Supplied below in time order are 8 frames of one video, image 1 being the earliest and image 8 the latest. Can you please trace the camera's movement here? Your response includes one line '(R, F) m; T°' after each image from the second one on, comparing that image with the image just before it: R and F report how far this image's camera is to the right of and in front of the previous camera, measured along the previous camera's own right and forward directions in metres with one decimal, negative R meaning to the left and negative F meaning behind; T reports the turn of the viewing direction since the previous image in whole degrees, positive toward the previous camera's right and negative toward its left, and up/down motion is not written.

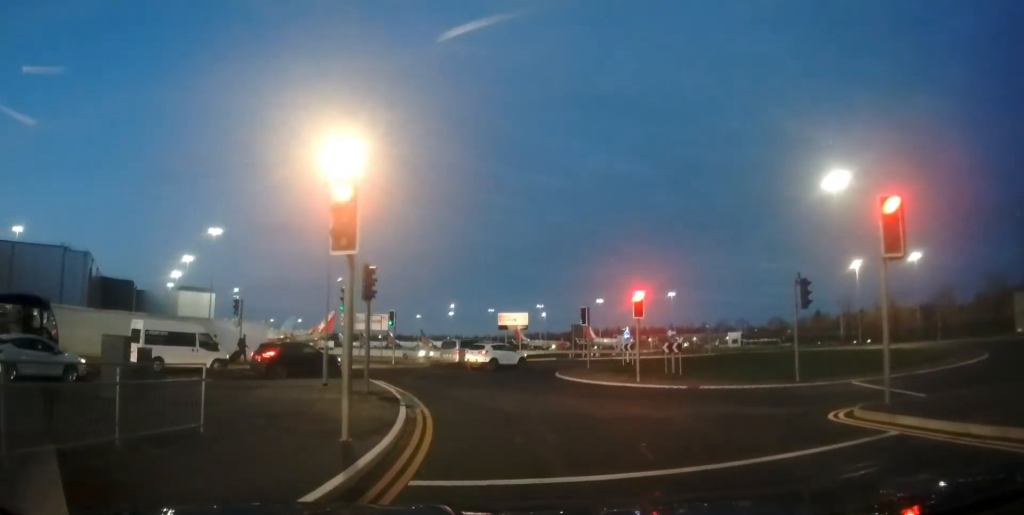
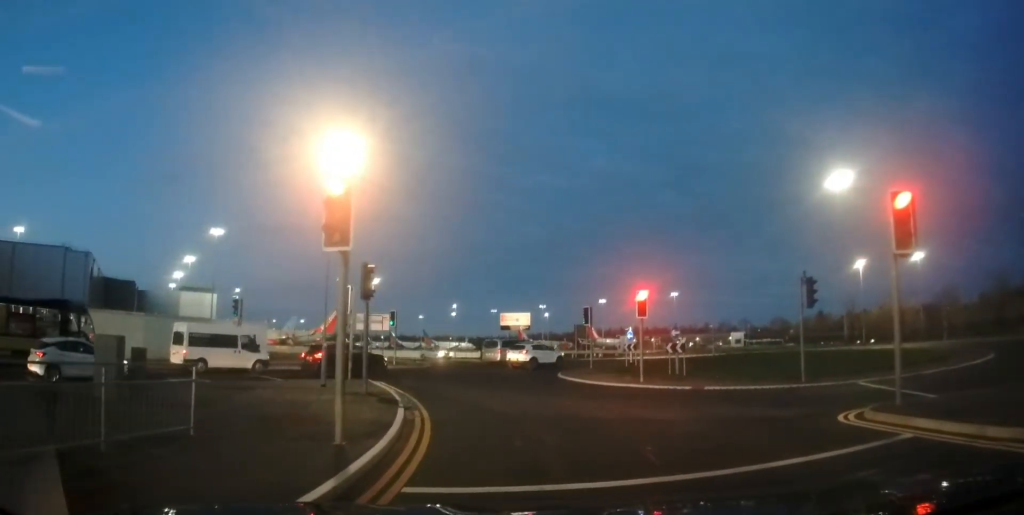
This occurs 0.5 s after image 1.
(+0.2, +0.3) m; 0°
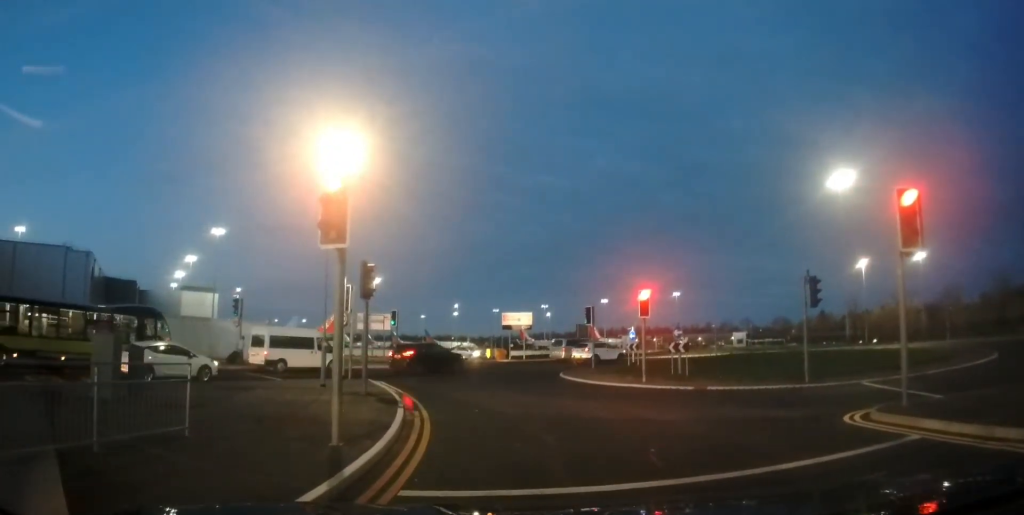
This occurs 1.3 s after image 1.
(+0.3, 0.0) m; 0°
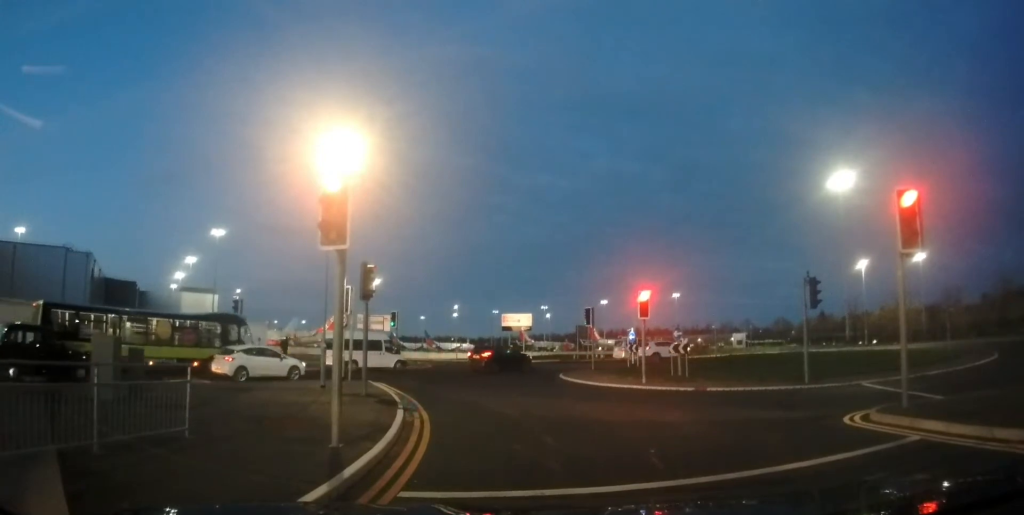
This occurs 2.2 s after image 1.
(+0.1, 0.0) m; 0°
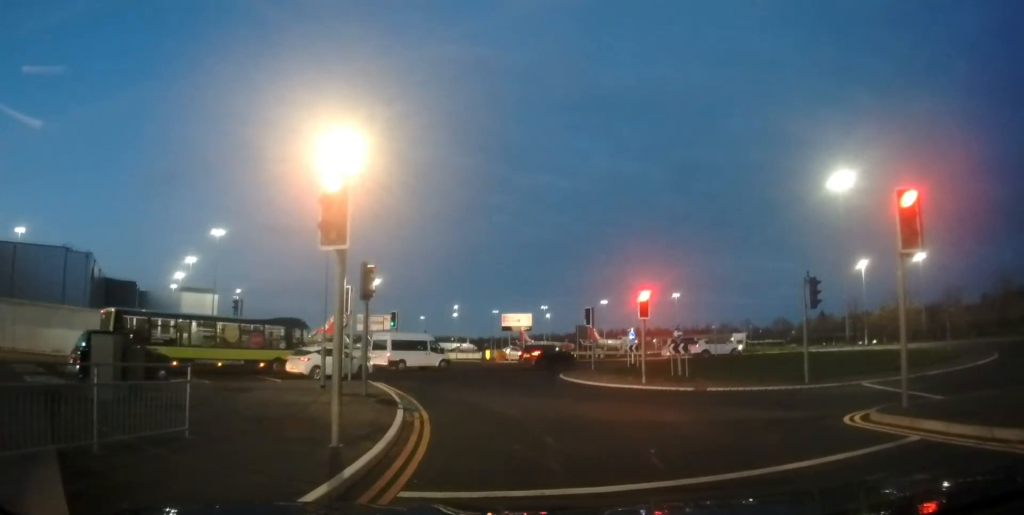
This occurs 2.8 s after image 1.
(0.0, 0.0) m; 0°
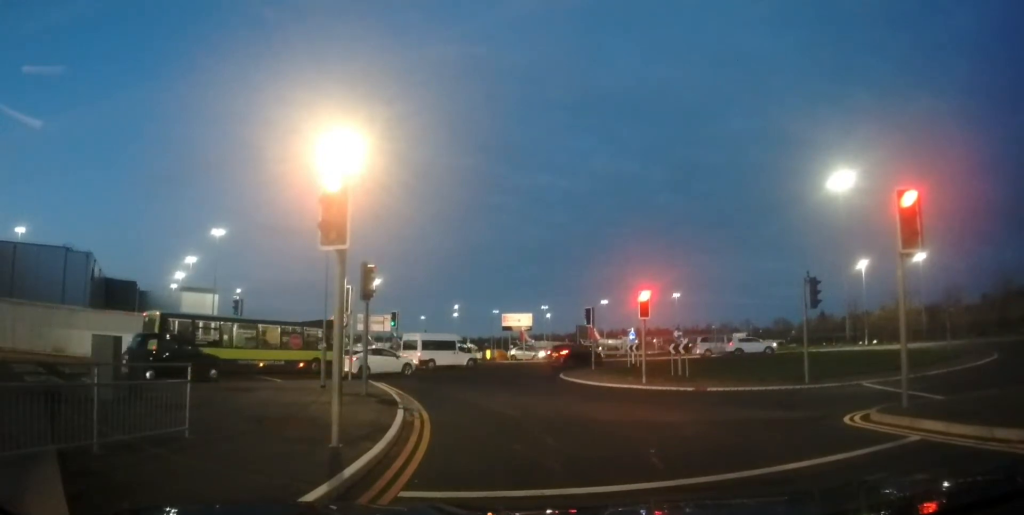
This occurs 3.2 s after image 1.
(0.0, 0.0) m; 0°
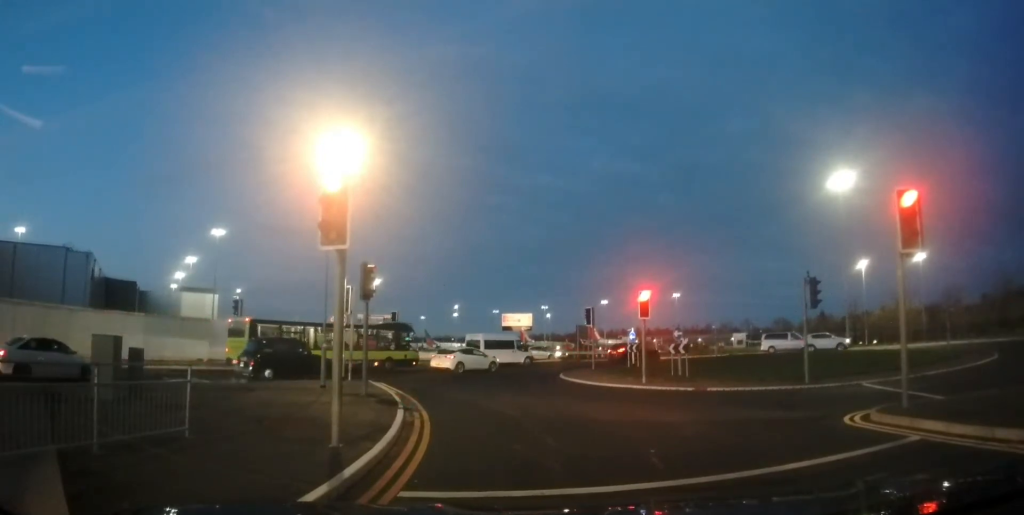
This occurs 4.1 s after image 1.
(0.0, 0.0) m; 0°
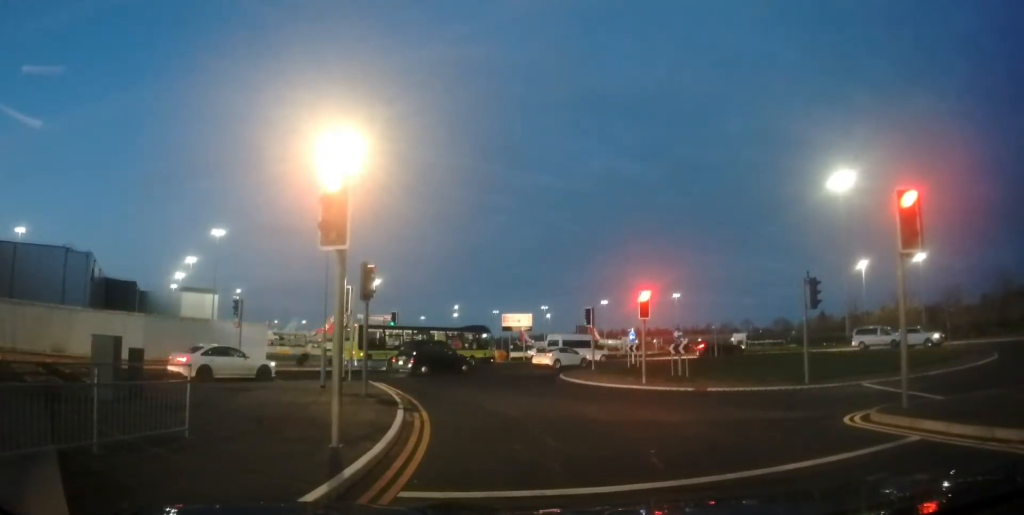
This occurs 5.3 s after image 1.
(0.0, 0.0) m; 0°
